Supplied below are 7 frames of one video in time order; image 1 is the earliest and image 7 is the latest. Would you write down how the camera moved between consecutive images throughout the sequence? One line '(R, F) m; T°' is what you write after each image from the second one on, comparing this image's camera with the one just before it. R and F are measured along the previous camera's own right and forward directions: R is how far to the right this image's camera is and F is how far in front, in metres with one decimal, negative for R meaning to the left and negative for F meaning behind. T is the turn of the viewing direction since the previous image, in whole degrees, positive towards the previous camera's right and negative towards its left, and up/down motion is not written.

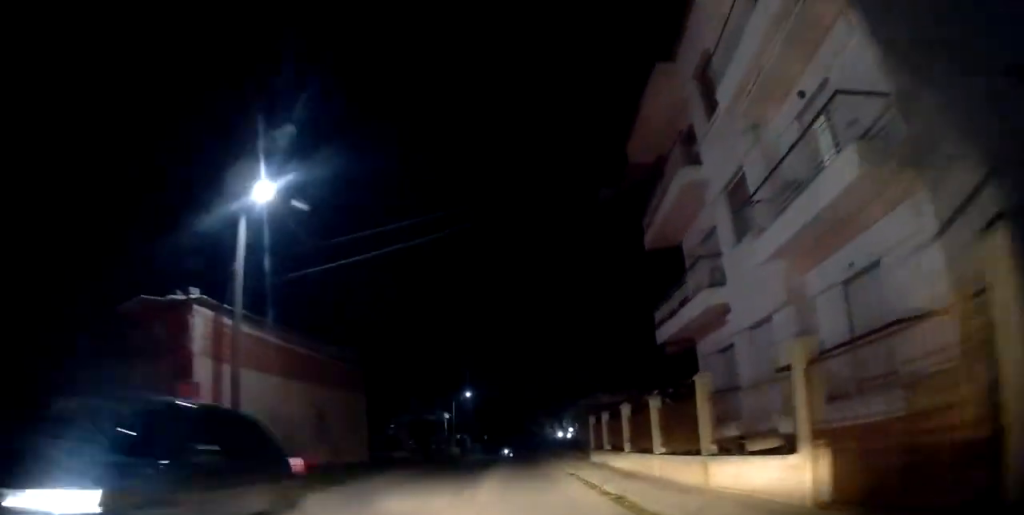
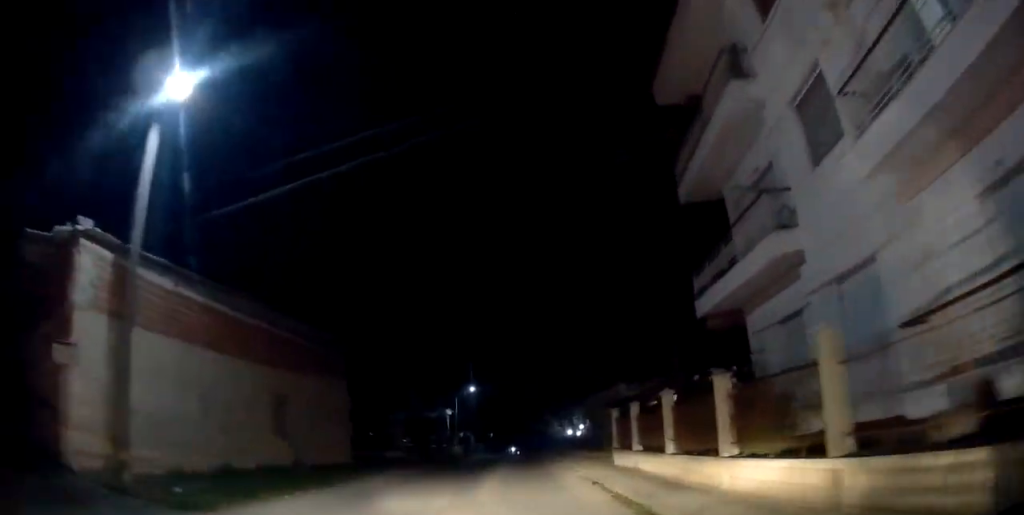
(-0.2, +3.6) m; -3°
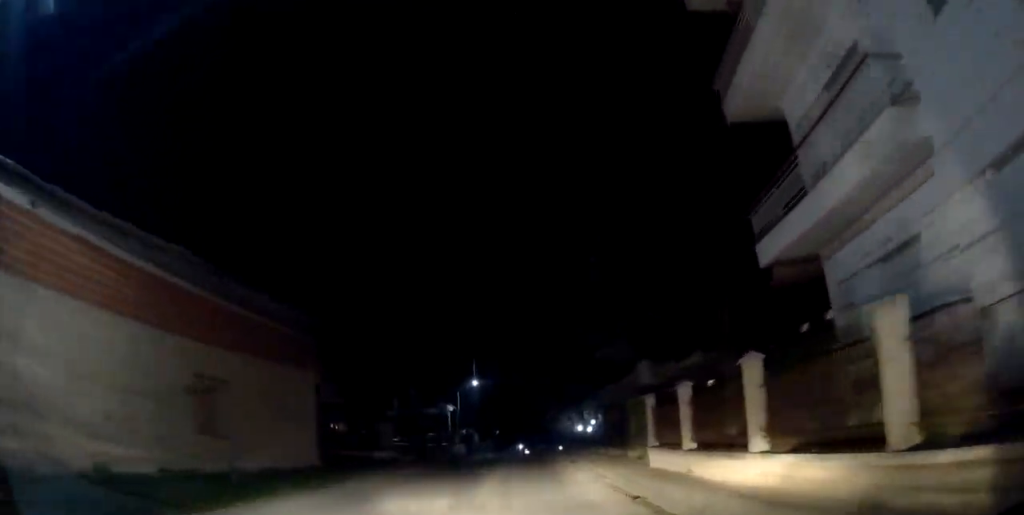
(-0.3, +3.9) m; -4°
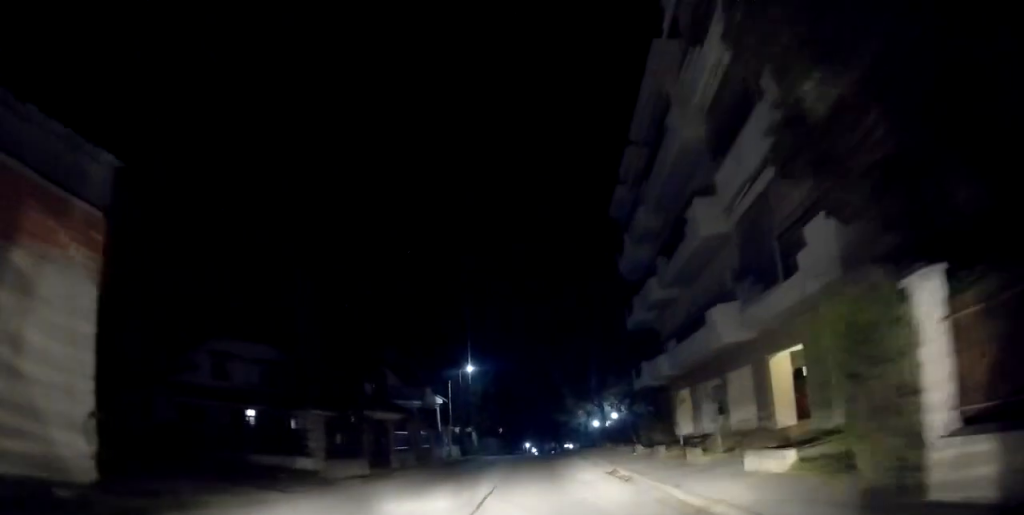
(-0.6, +9.3) m; -3°
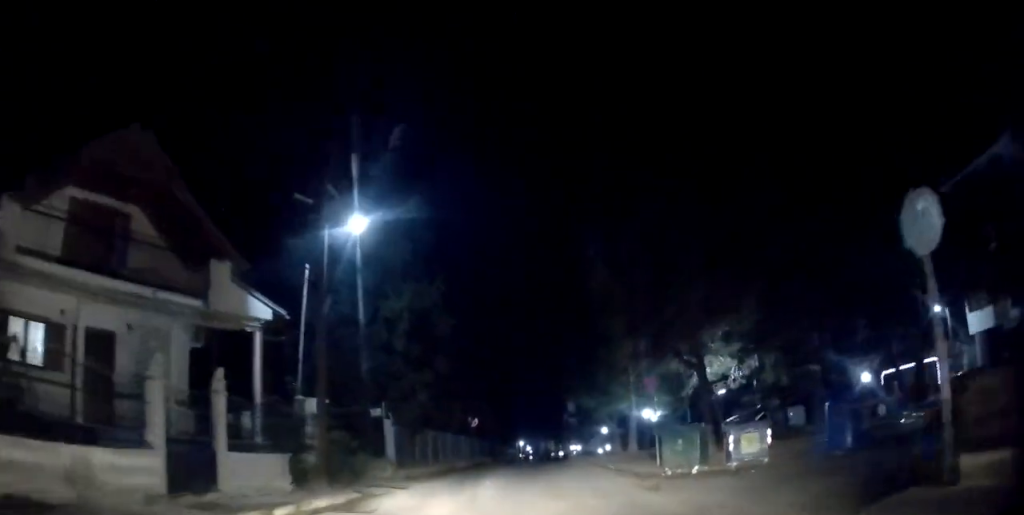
(0.0, +26.5) m; +1°
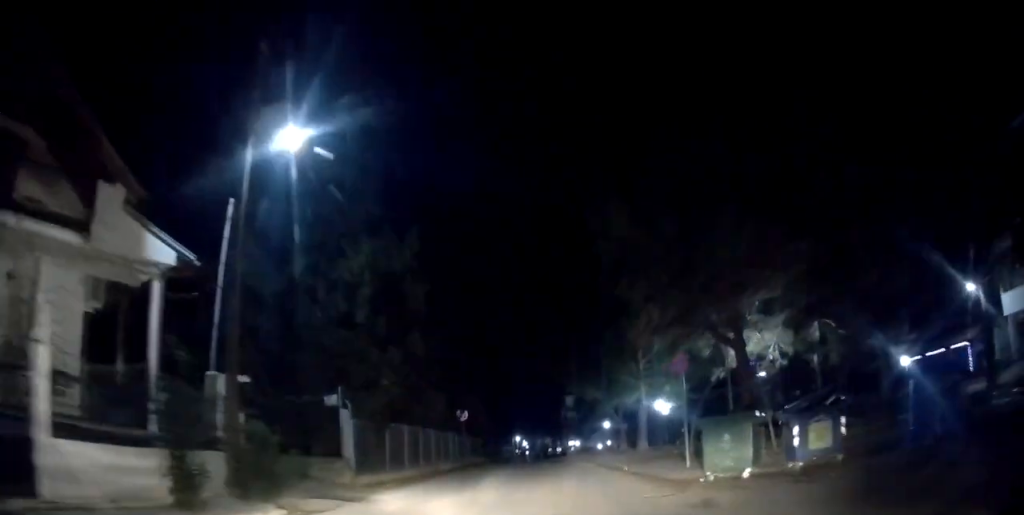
(+0.1, +3.9) m; +1°
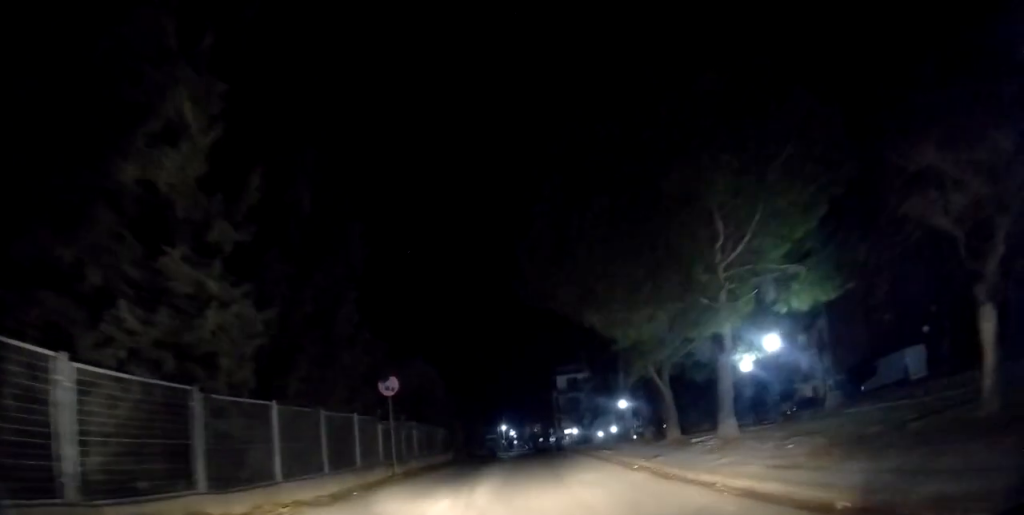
(-0.4, +14.6) m; -2°
